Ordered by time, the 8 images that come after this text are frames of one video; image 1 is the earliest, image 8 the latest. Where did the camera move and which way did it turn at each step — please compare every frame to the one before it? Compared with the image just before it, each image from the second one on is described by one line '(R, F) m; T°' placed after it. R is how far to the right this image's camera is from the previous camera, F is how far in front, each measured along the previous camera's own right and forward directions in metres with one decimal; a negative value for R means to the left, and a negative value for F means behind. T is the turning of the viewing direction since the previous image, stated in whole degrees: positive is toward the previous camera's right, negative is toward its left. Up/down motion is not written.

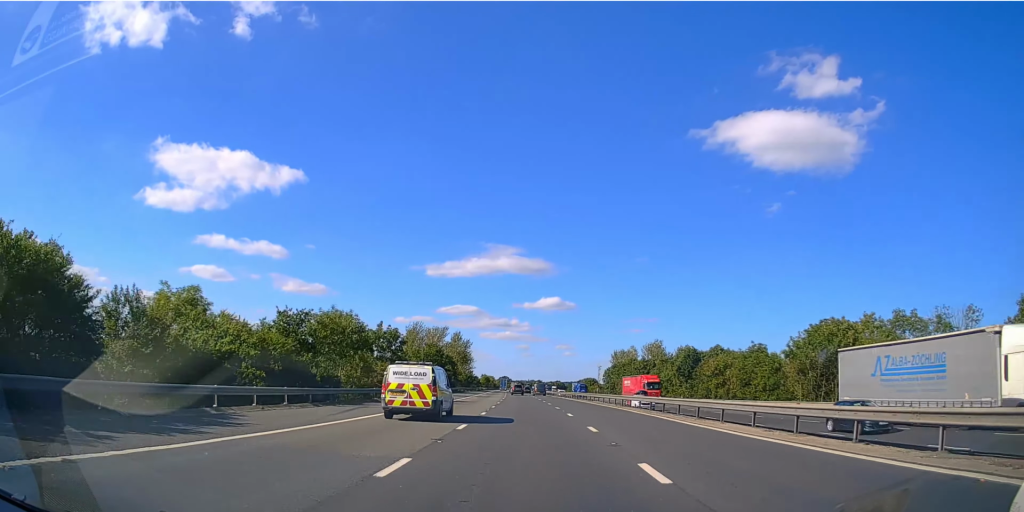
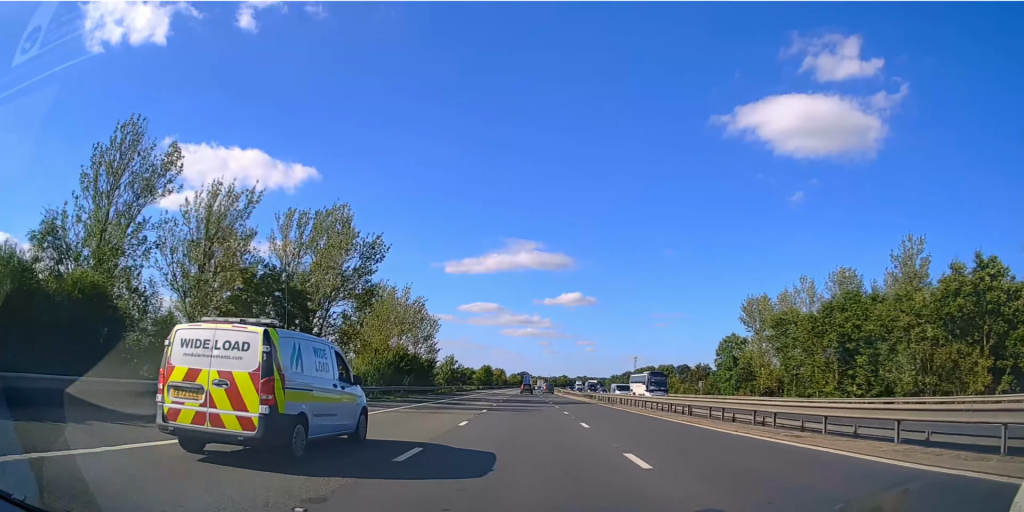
(-2.8, +98.1) m; -3°
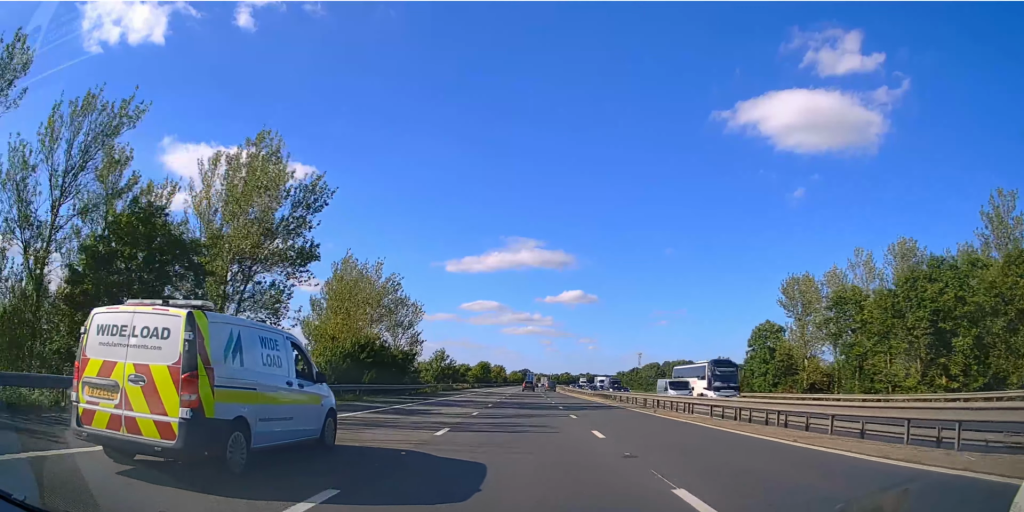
(0.0, +13.6) m; 0°
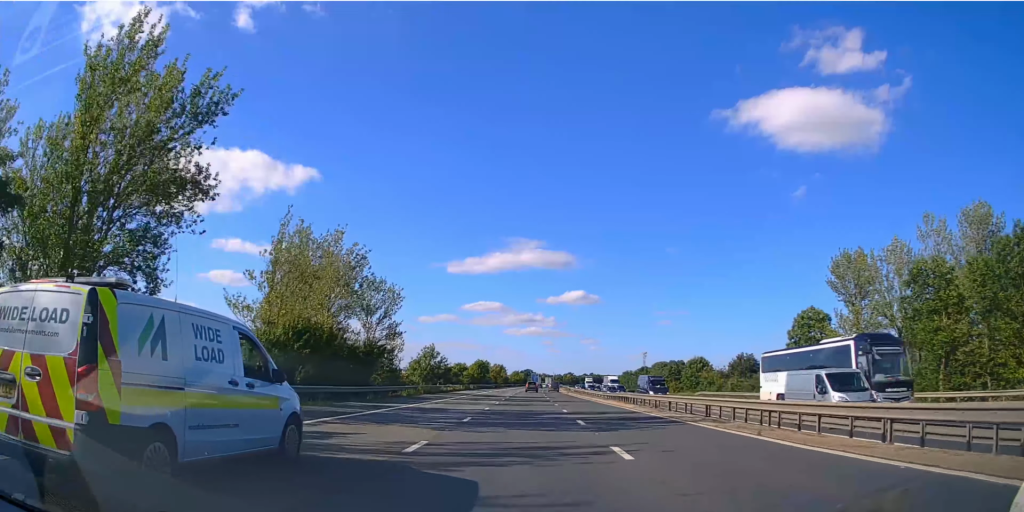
(0.0, +12.8) m; 0°
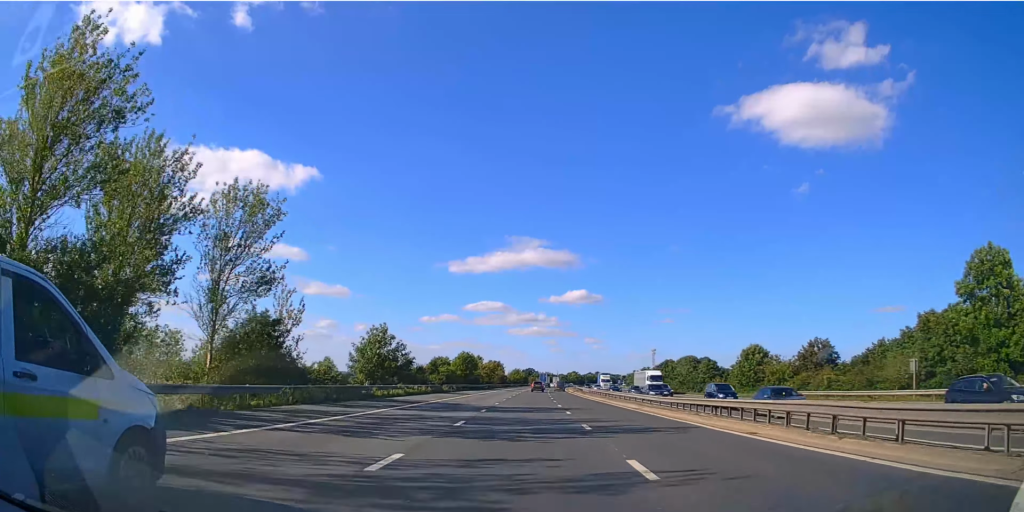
(-0.1, +30.9) m; 0°
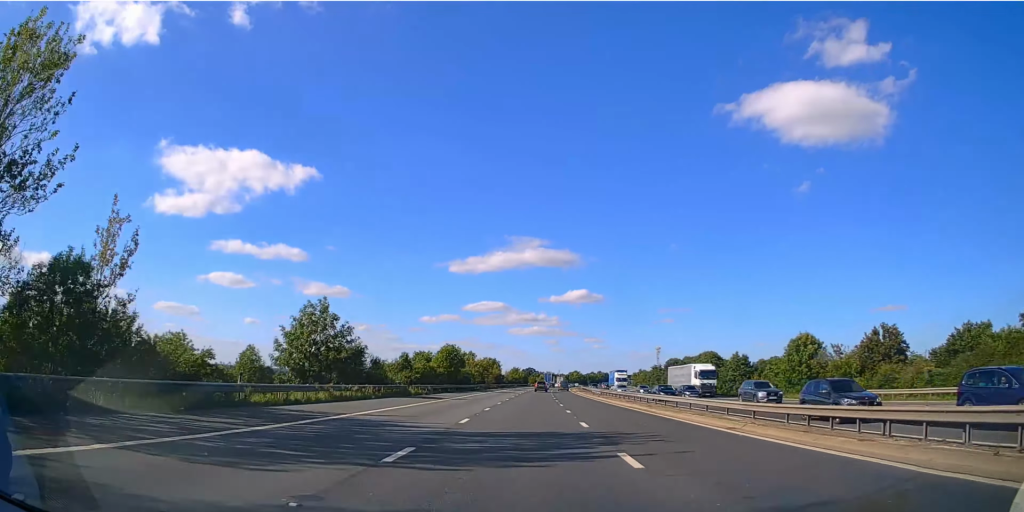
(0.0, +18.5) m; 0°
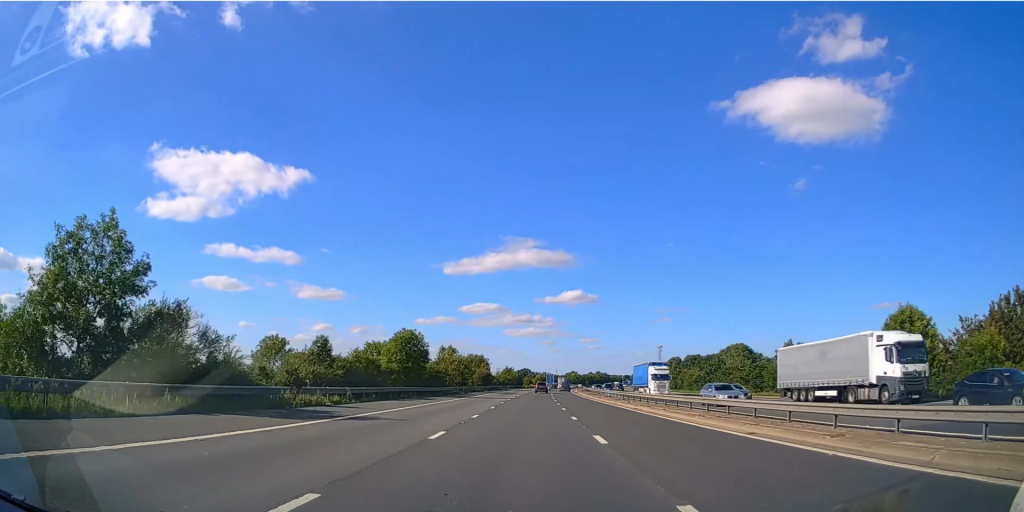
(0.0, +24.2) m; 0°
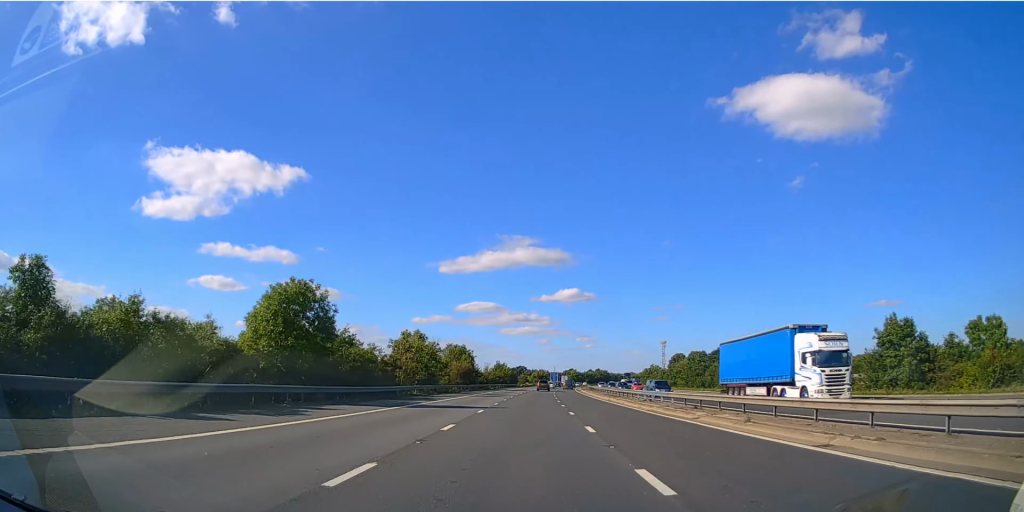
(+0.1, +28.8) m; 0°
